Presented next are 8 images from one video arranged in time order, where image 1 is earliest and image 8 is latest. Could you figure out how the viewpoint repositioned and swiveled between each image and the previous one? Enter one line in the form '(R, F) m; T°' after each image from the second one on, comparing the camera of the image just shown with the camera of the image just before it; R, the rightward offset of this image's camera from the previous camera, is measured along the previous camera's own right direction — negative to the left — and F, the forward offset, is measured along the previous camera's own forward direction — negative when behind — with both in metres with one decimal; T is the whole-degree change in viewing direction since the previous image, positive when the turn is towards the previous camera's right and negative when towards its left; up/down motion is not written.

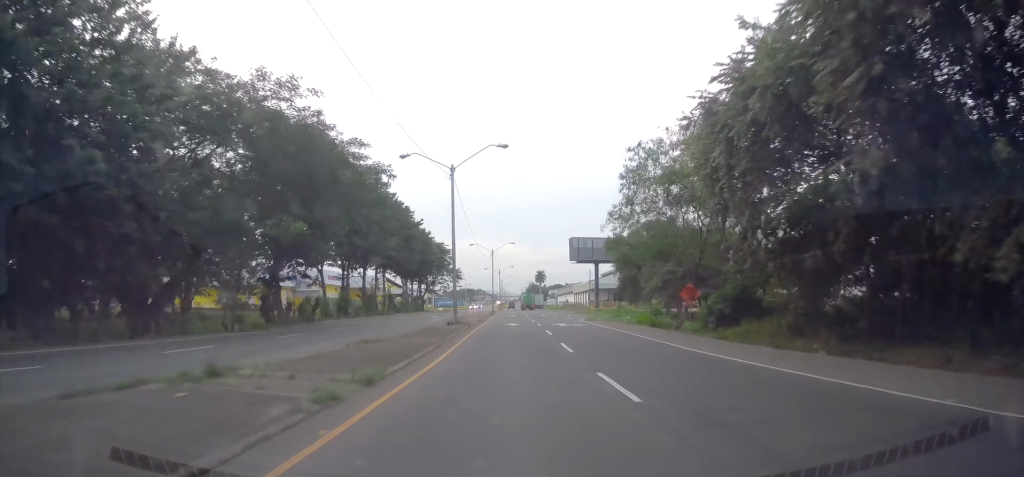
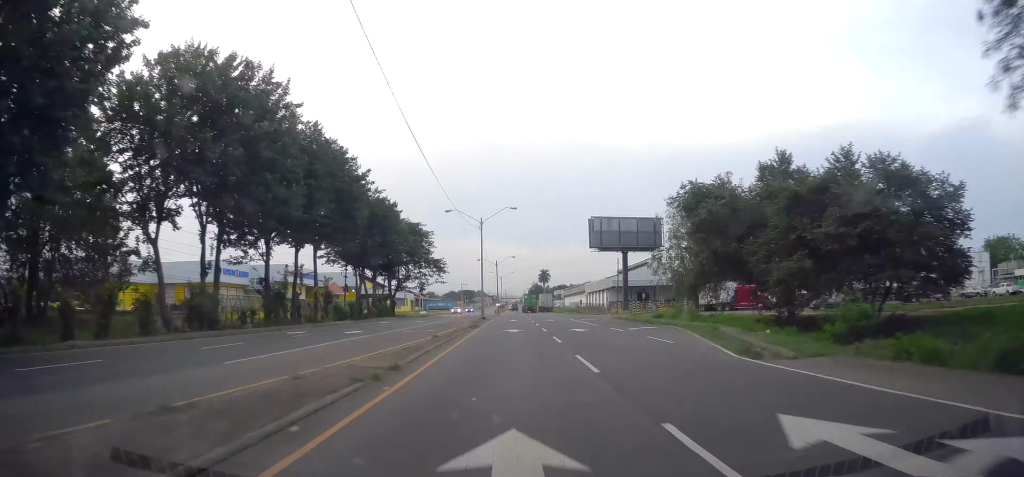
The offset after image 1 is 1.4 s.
(-0.2, +30.8) m; 0°
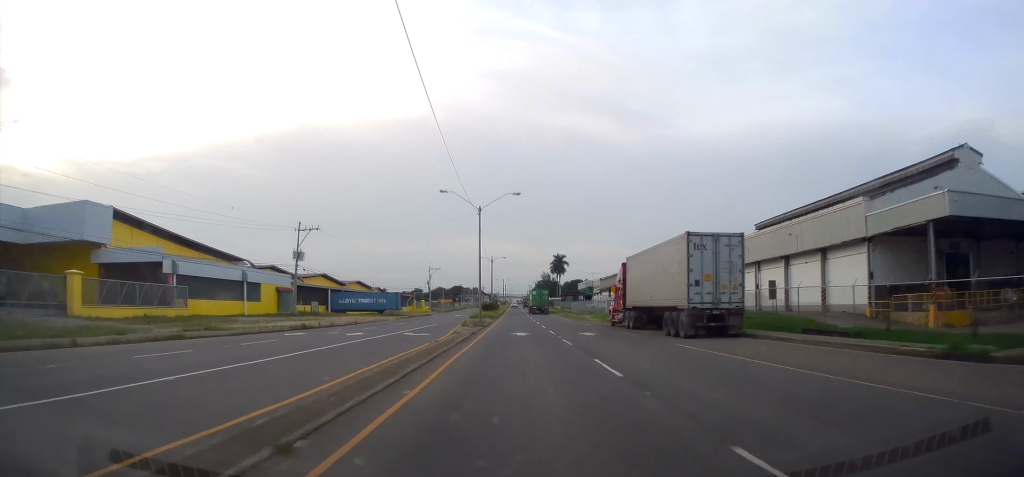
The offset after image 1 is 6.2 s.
(+1.0, +107.0) m; +1°
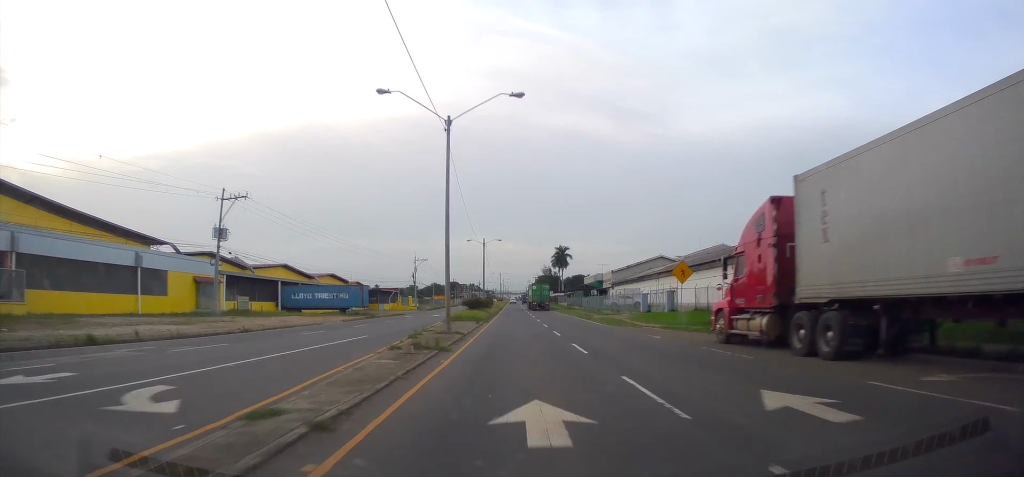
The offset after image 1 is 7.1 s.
(+0.3, +21.0) m; 0°
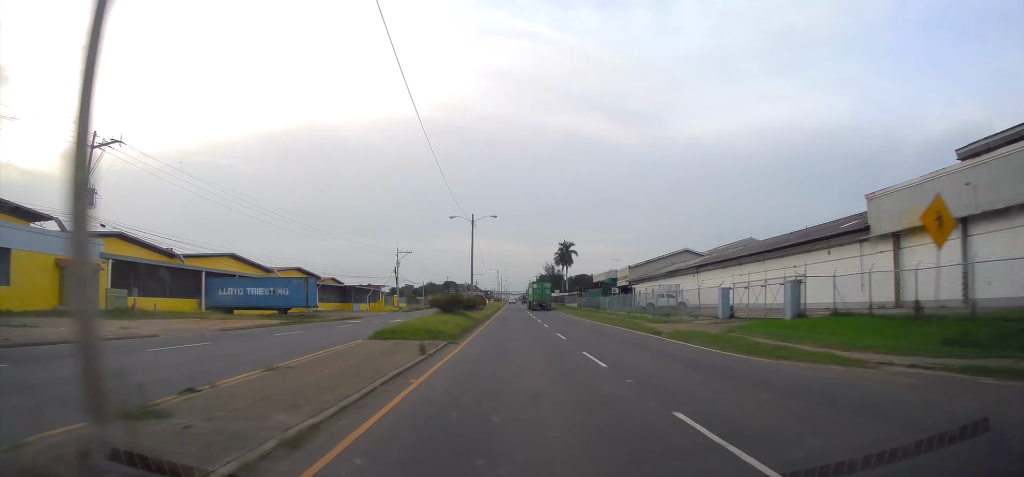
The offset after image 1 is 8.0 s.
(-0.1, +21.1) m; 0°
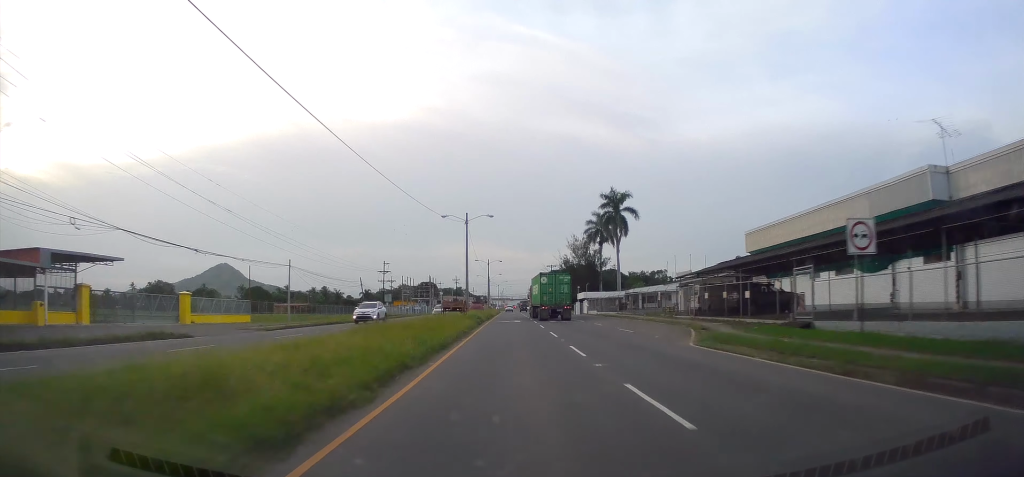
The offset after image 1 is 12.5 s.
(-0.4, +103.0) m; 0°
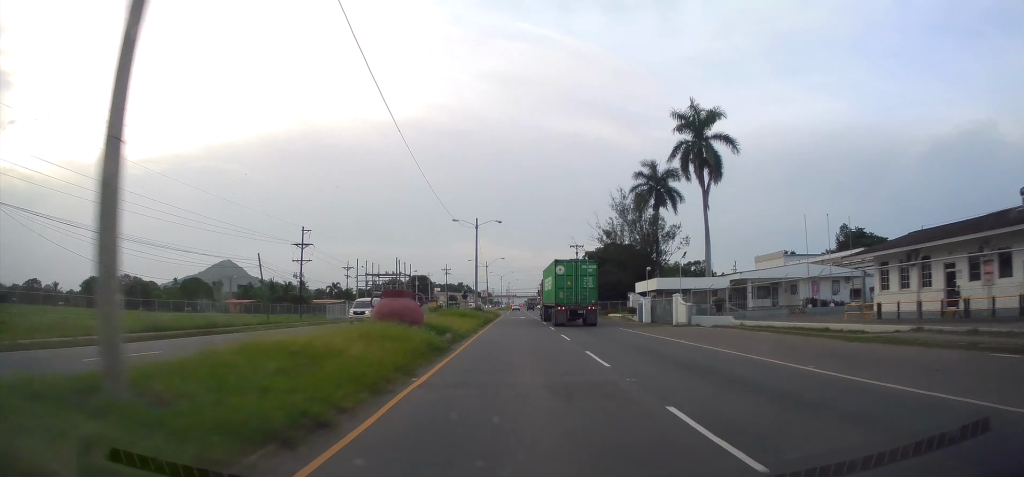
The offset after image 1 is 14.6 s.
(+0.2, +46.5) m; 0°
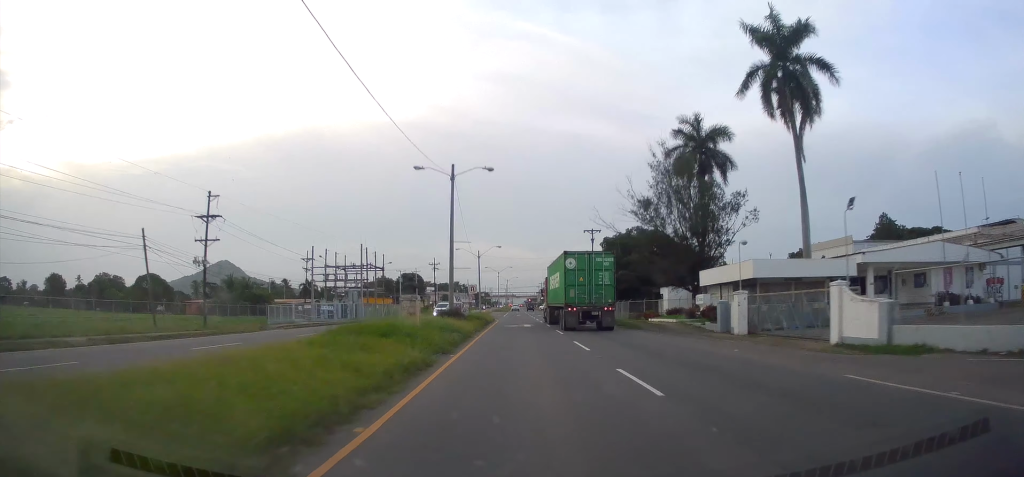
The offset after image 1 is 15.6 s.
(+0.2, +22.1) m; 0°
